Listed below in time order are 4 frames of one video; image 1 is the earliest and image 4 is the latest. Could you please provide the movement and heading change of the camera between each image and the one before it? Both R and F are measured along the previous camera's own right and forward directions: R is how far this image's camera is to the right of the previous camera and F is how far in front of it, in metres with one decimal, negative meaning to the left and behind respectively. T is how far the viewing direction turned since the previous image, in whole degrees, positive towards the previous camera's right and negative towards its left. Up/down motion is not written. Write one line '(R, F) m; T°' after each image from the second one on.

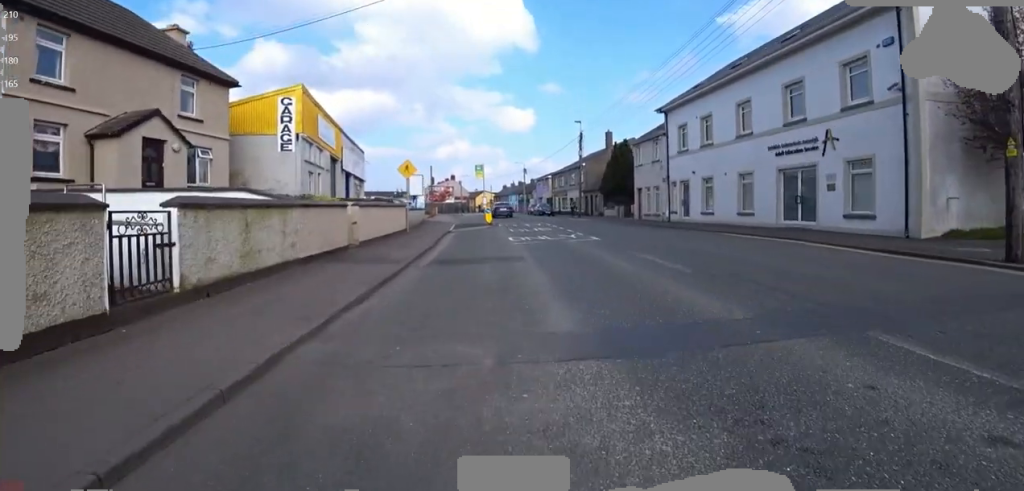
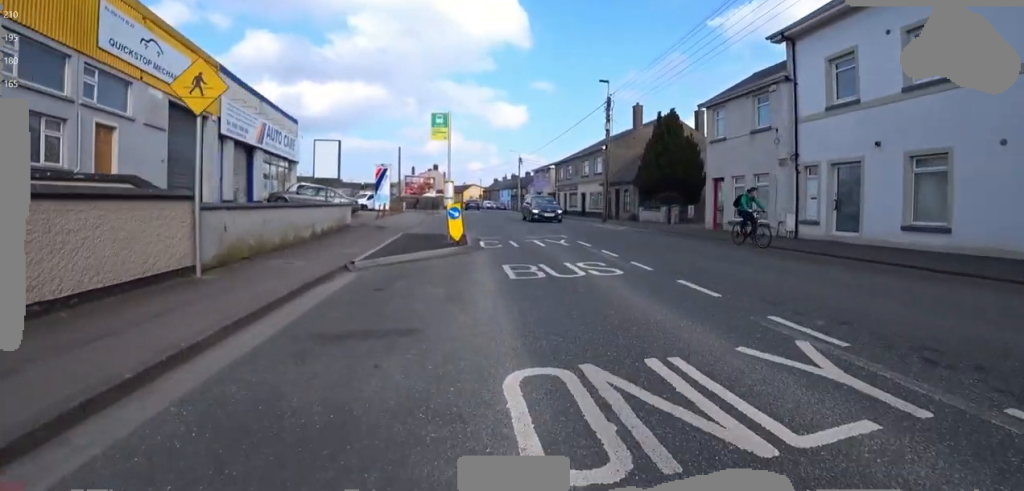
(-1.7, +12.3) m; -12°
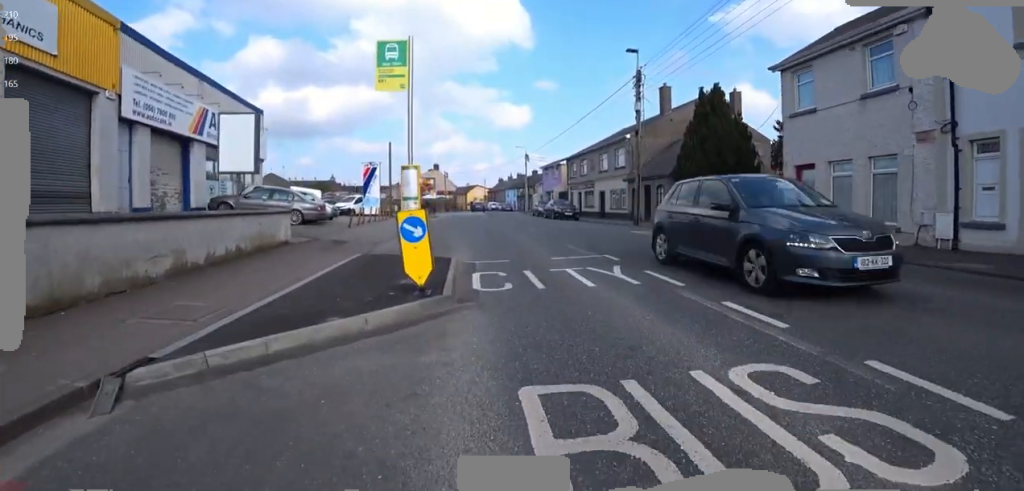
(-0.3, +5.0) m; -1°
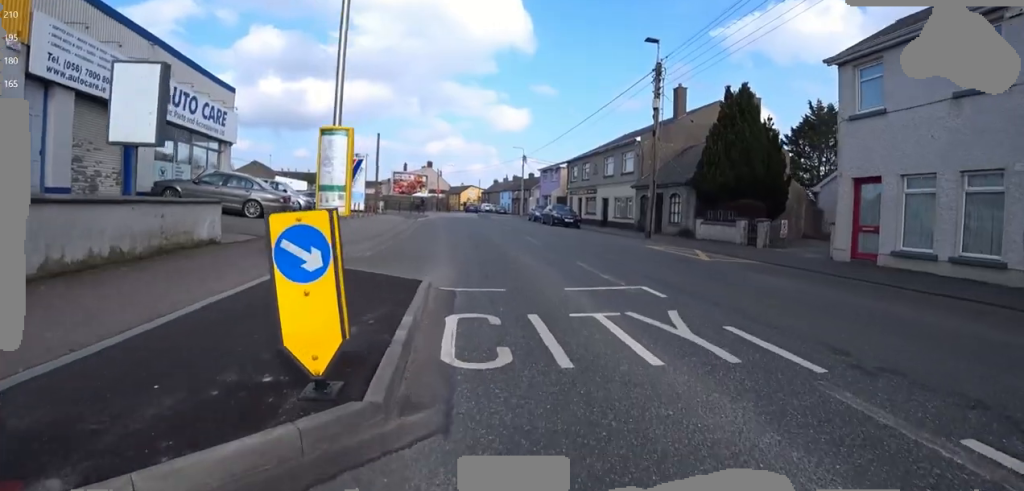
(-0.1, +2.6) m; +3°
